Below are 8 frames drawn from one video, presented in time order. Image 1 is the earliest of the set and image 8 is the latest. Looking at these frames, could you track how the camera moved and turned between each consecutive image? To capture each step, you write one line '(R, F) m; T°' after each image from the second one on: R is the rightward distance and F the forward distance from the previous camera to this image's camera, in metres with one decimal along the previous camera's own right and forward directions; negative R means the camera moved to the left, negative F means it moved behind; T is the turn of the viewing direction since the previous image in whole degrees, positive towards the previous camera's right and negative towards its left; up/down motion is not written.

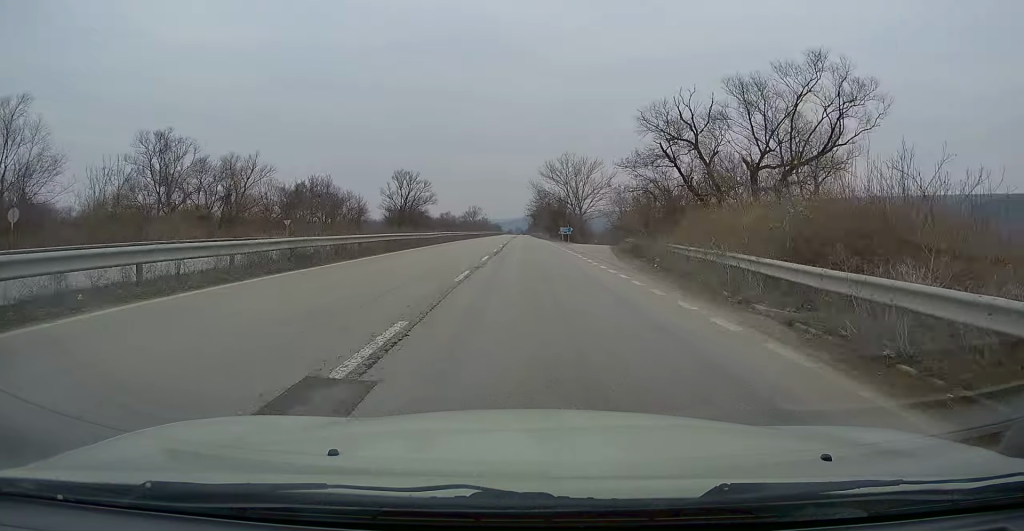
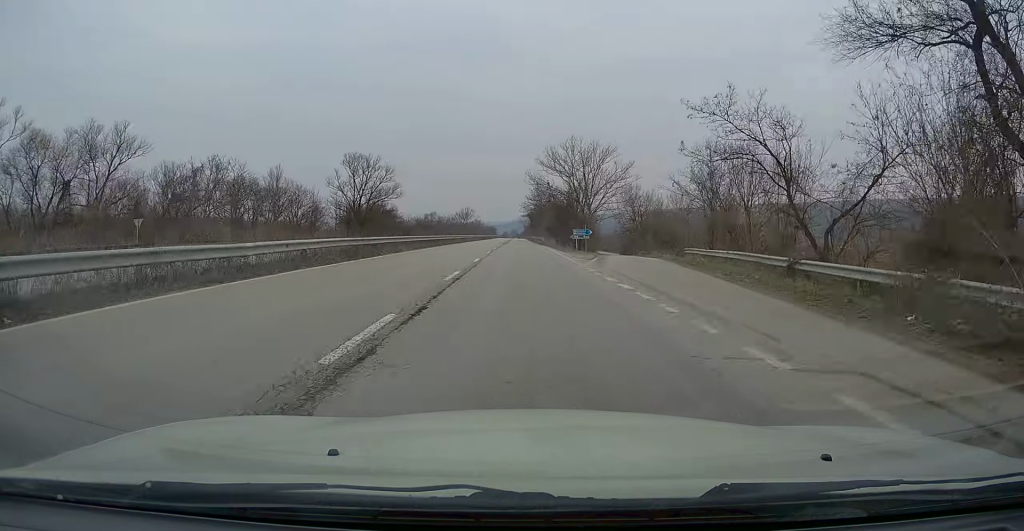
(-0.2, +26.1) m; 0°
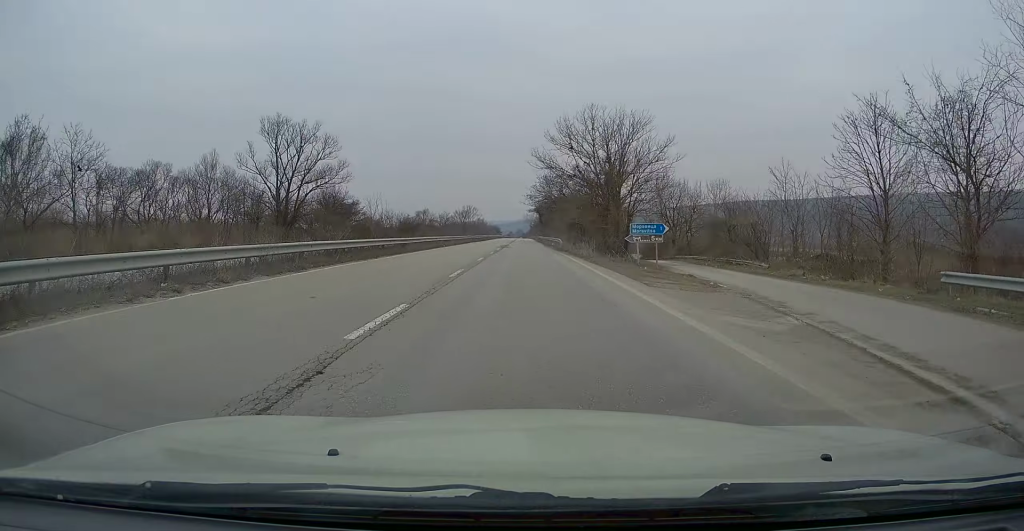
(+0.1, +25.4) m; +1°
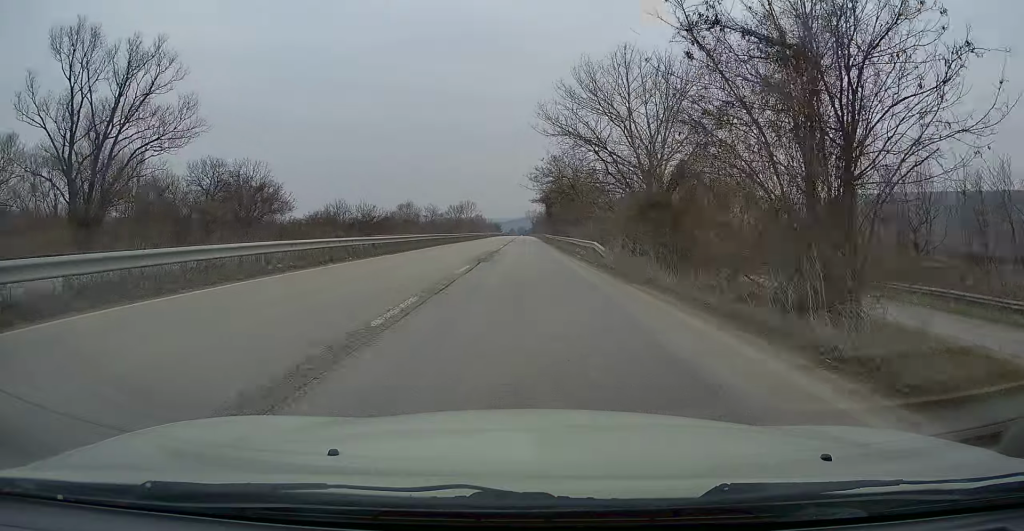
(+0.4, +25.7) m; 0°
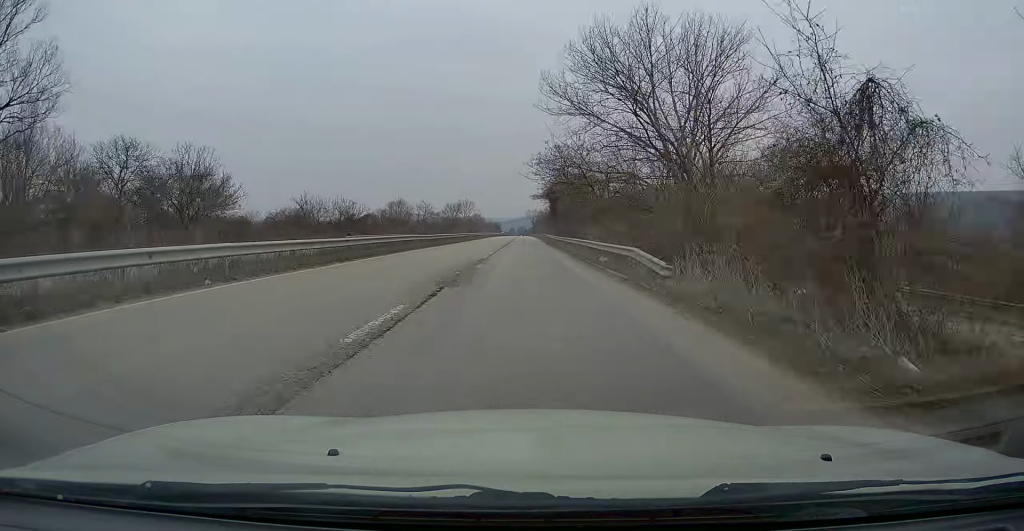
(0.0, +10.0) m; 0°
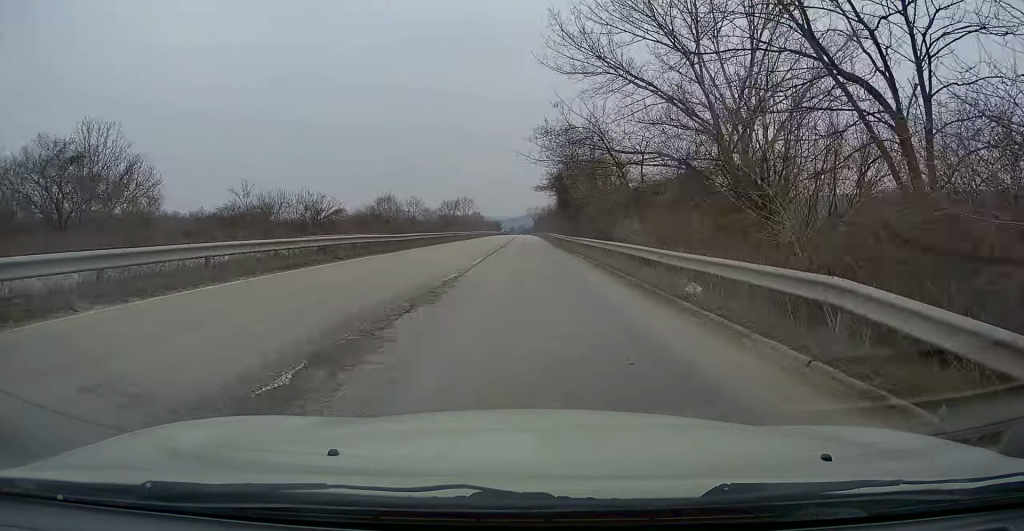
(-0.2, +11.8) m; -1°
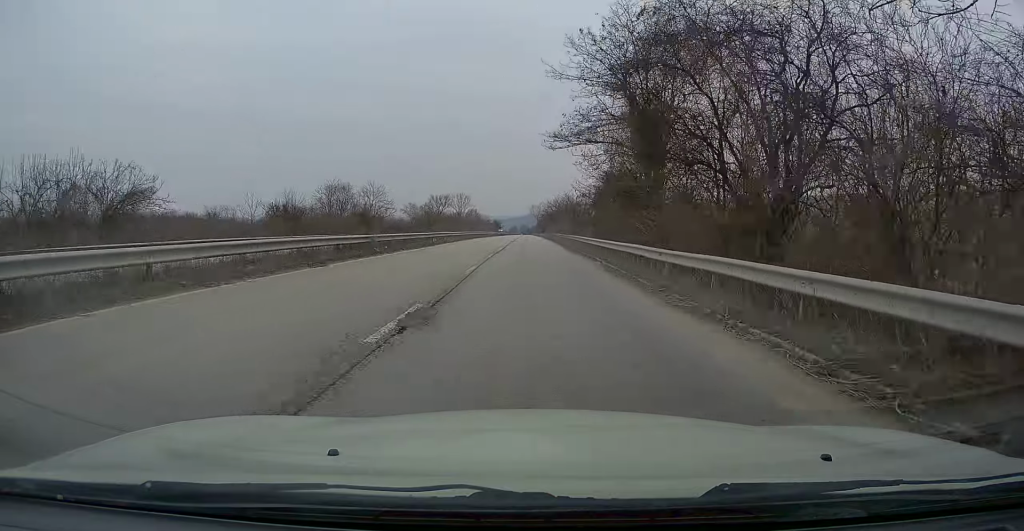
(-0.2, +32.9) m; 0°
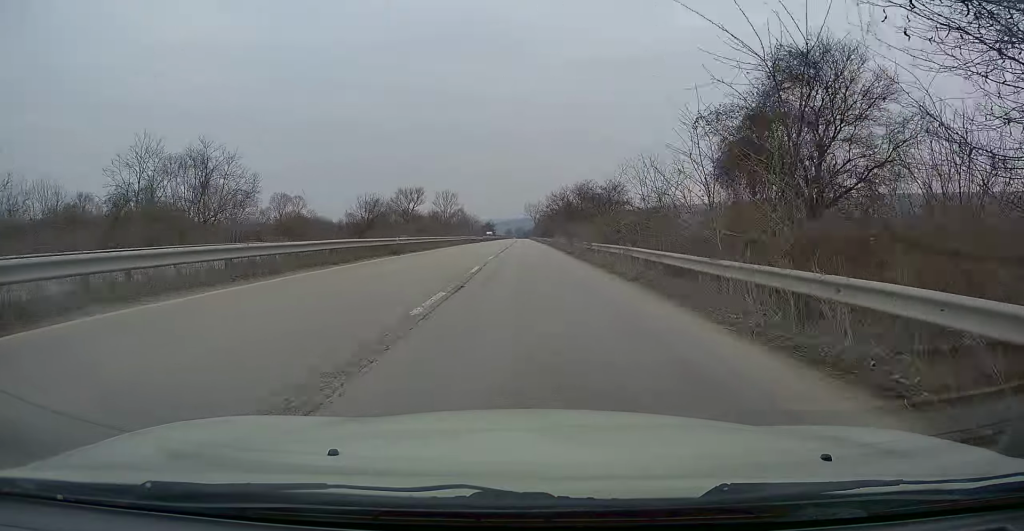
(-0.1, +42.4) m; 0°
